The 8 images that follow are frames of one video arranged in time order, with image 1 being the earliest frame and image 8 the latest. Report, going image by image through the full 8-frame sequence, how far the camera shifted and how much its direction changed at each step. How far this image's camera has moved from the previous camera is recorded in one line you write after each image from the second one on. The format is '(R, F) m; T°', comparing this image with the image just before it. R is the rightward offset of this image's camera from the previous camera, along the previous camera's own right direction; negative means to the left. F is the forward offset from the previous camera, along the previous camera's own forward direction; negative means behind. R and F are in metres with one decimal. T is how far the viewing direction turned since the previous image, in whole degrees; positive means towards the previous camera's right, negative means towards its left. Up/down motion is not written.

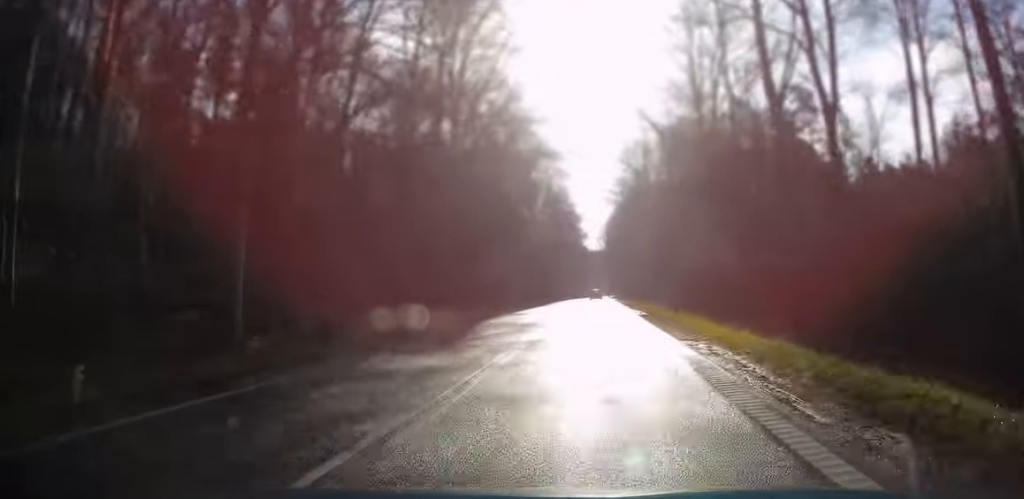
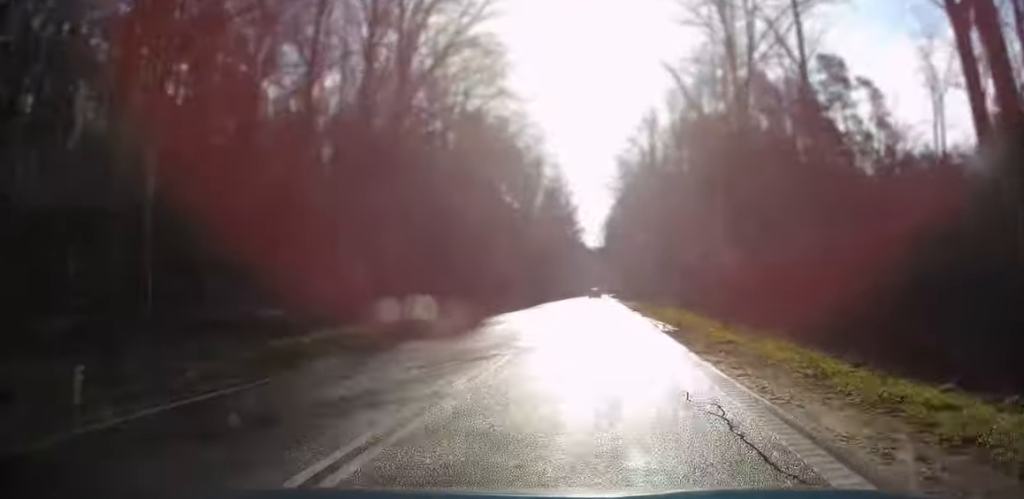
(+0.3, +13.5) m; 0°
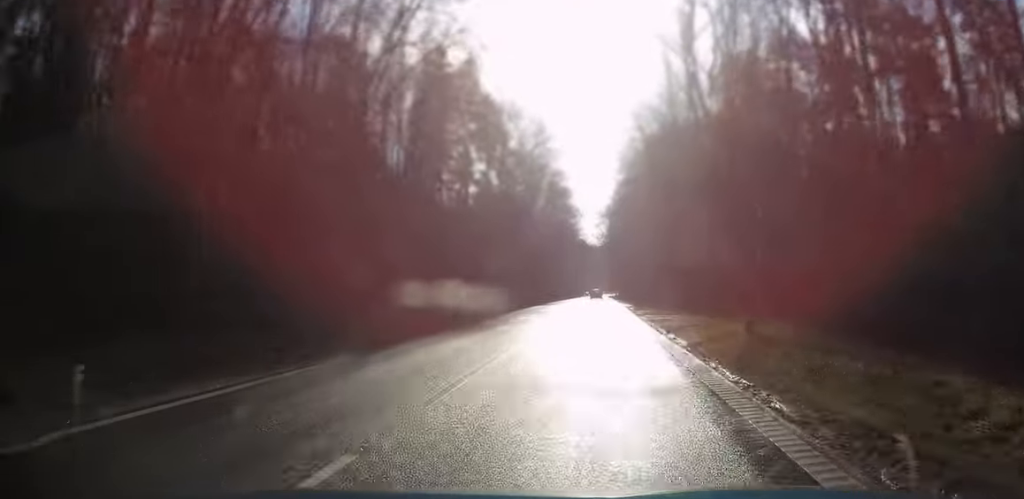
(-0.7, +32.8) m; -2°
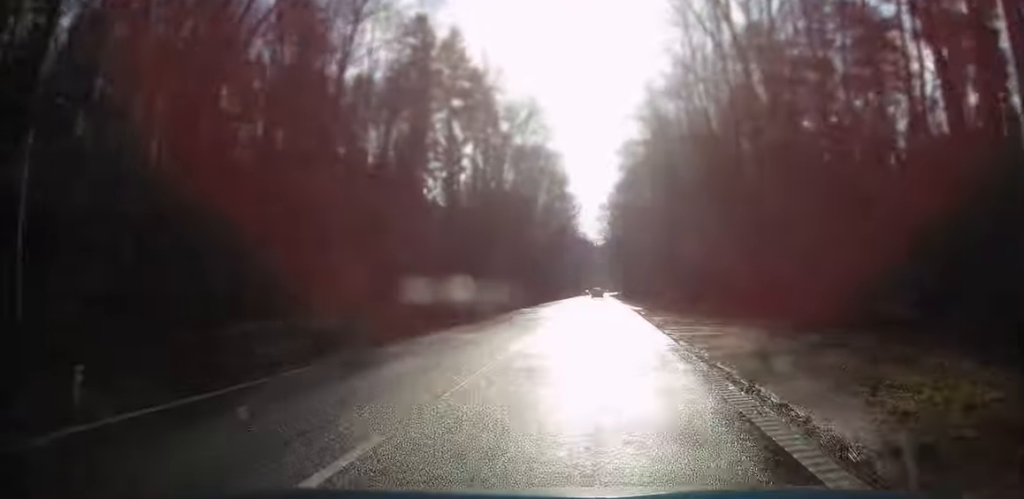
(-0.1, +11.2) m; -1°
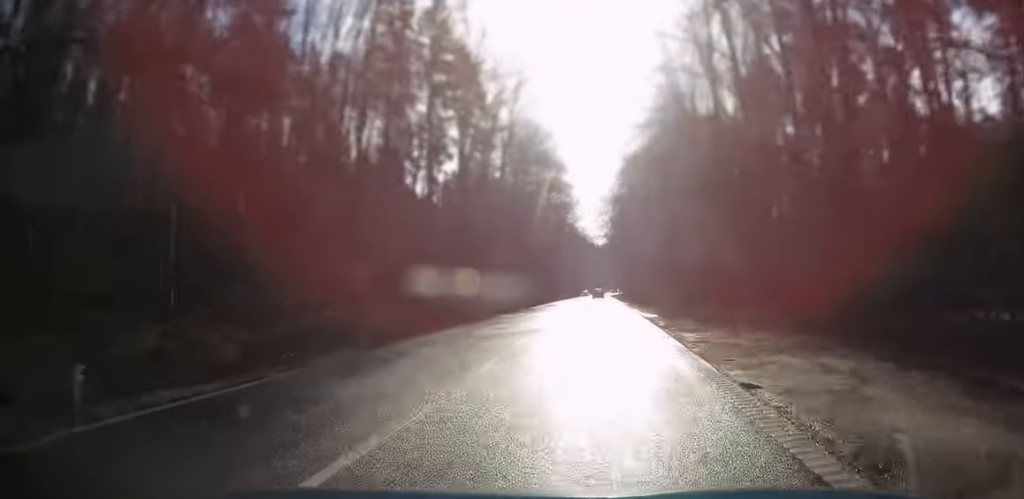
(-0.2, +10.2) m; -1°
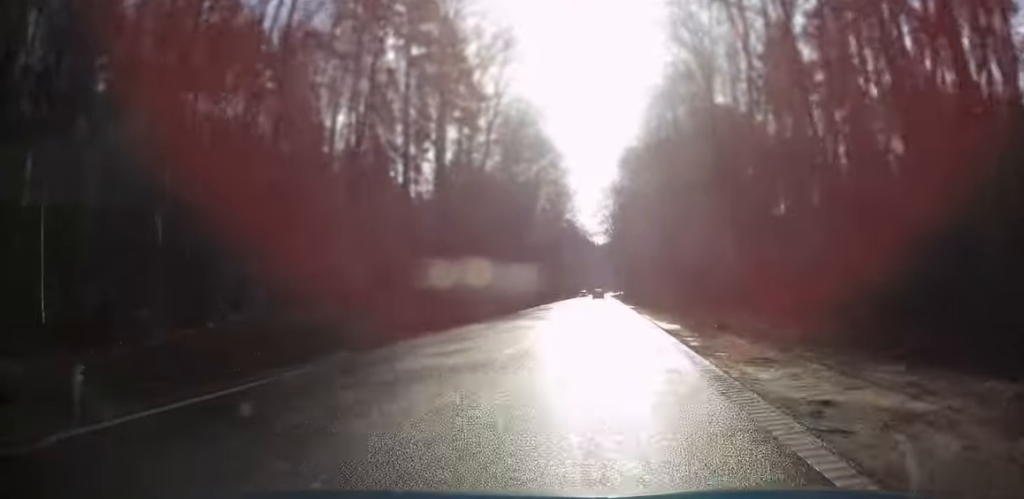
(0.0, +8.9) m; 0°
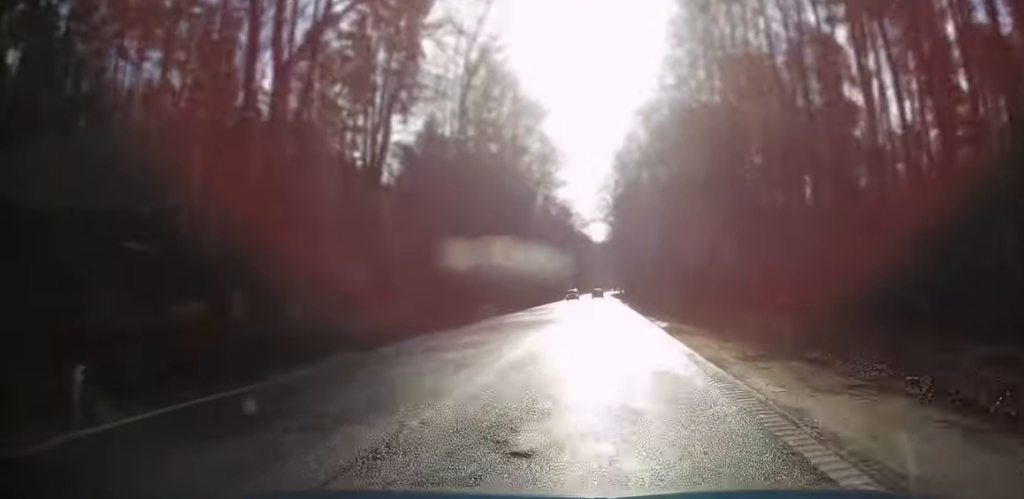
(0.0, +23.6) m; +1°
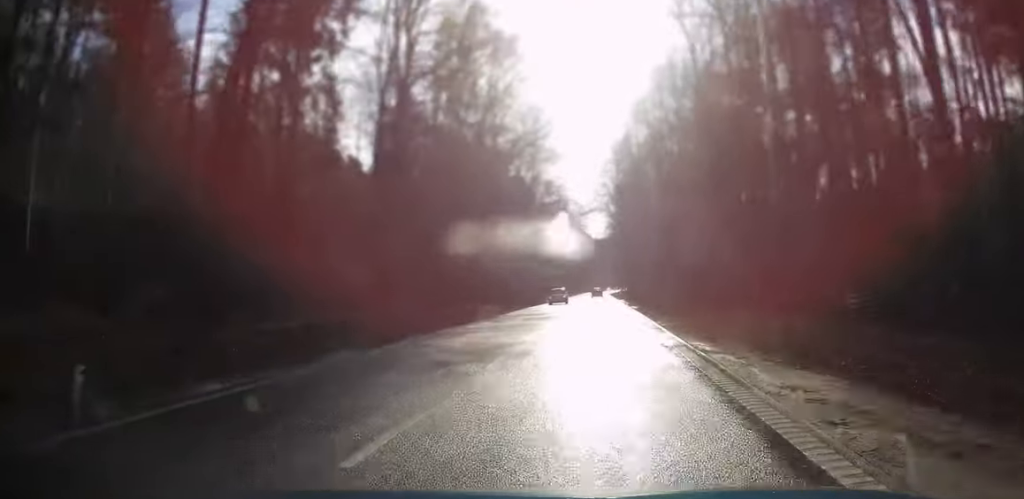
(0.0, +13.8) m; +1°
